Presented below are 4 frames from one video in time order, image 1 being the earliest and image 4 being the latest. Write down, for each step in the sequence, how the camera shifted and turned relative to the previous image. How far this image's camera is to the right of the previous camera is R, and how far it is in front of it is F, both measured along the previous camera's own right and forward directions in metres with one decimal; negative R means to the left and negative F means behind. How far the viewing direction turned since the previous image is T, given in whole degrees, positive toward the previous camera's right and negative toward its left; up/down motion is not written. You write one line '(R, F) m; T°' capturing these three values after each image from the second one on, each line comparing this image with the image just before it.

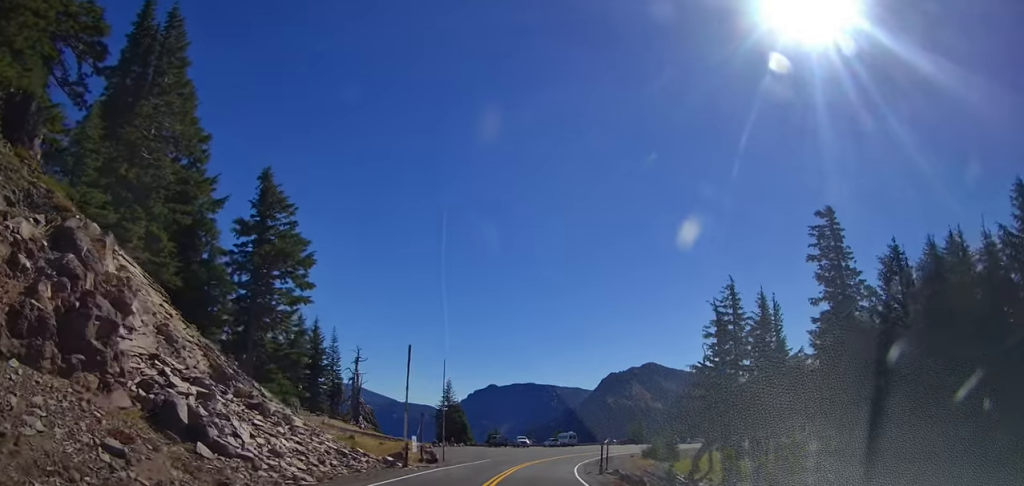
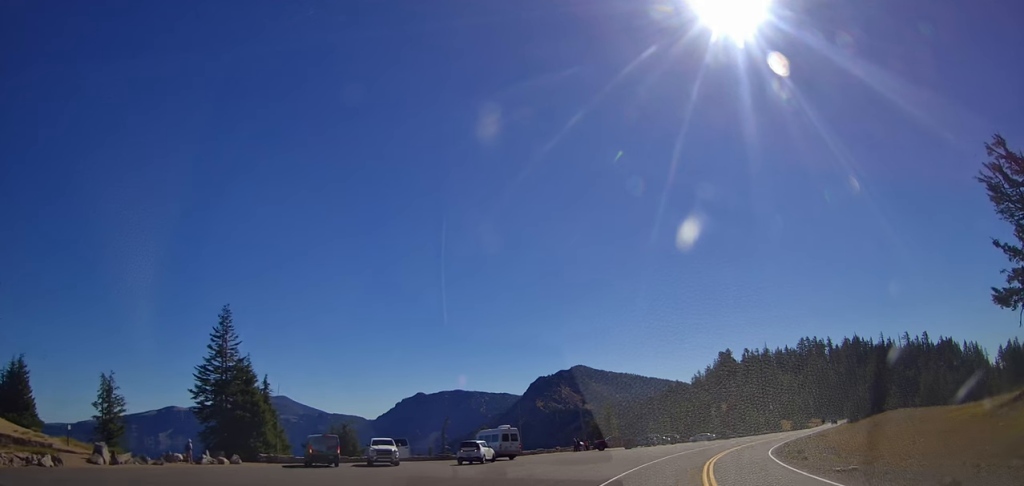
(+4.5, +59.5) m; +11°
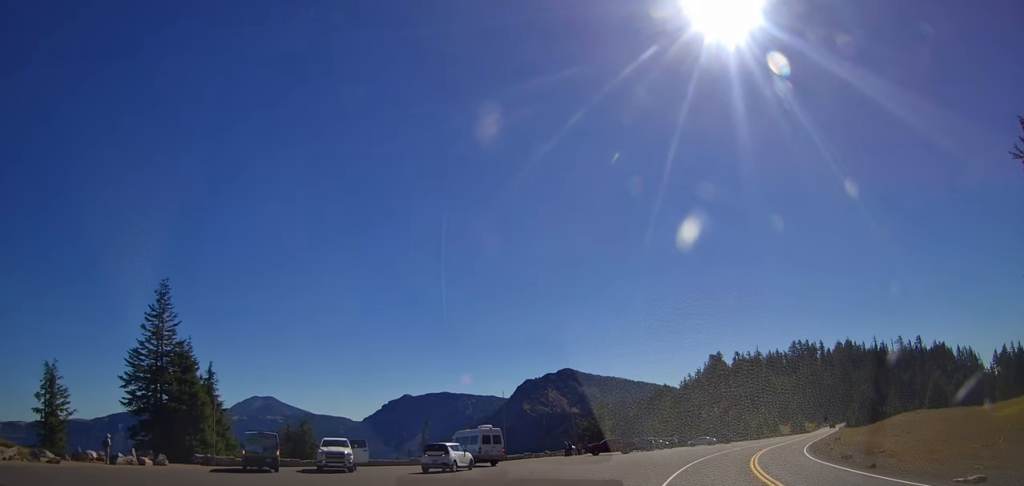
(-0.1, +7.1) m; 0°
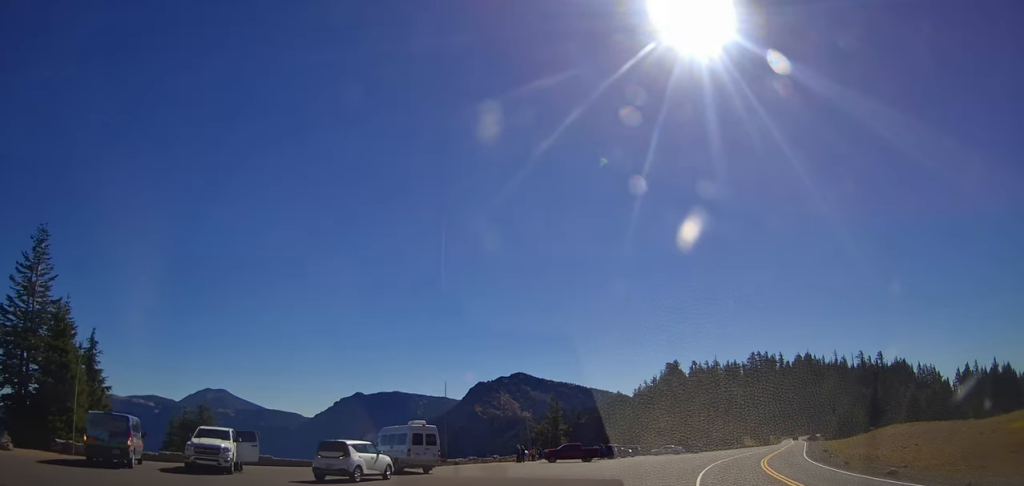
(-0.2, +8.3) m; +2°
